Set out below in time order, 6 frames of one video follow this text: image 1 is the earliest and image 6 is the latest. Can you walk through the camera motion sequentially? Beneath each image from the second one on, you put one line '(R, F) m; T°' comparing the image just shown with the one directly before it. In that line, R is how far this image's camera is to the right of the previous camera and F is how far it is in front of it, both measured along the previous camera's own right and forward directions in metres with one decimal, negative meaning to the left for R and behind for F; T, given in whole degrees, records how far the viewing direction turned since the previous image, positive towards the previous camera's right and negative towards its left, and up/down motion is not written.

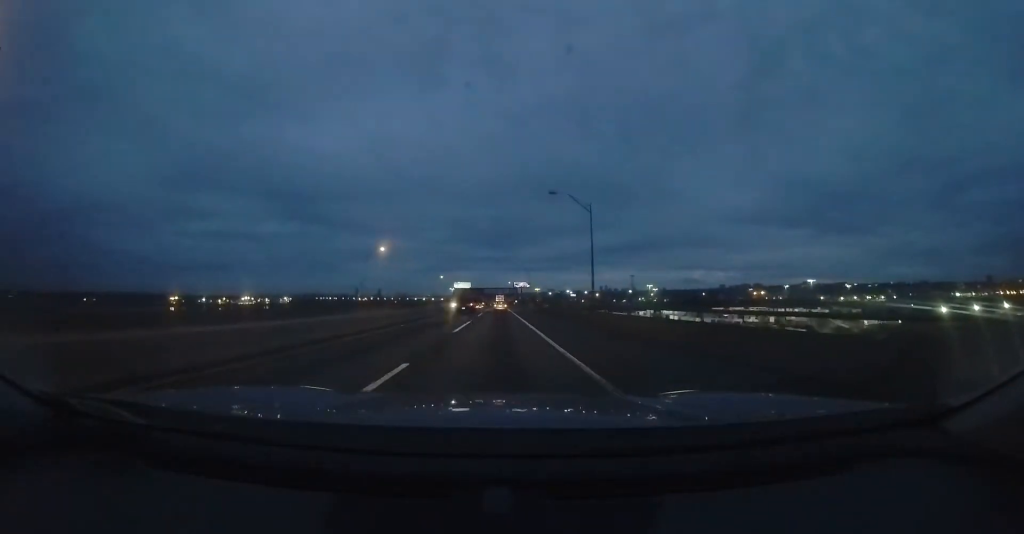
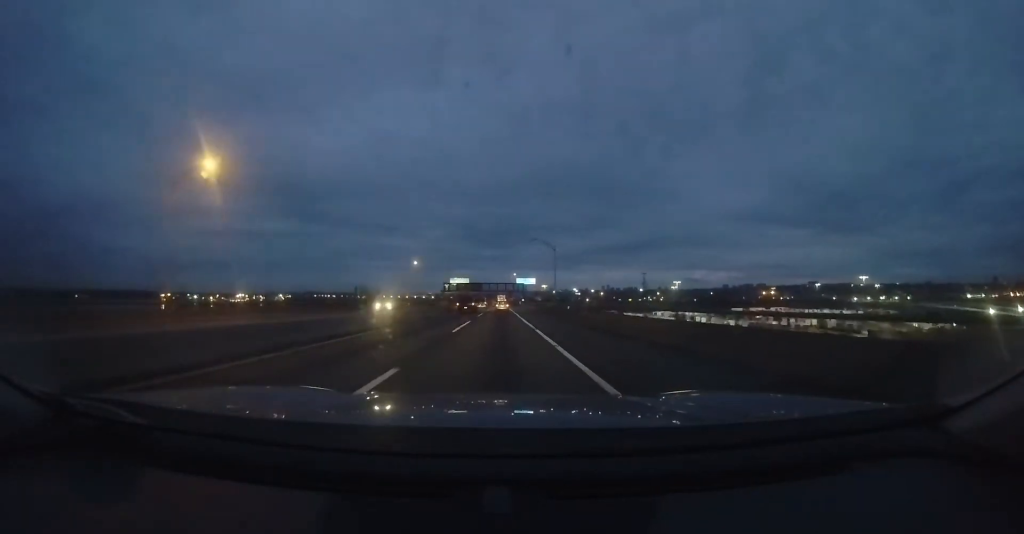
(-0.6, +31.5) m; -1°
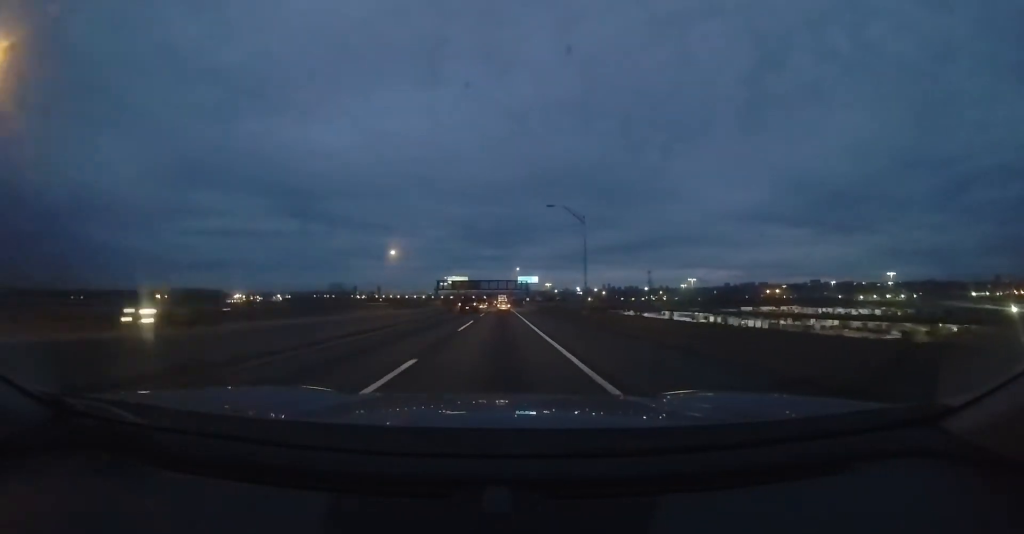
(0.0, +14.2) m; 0°
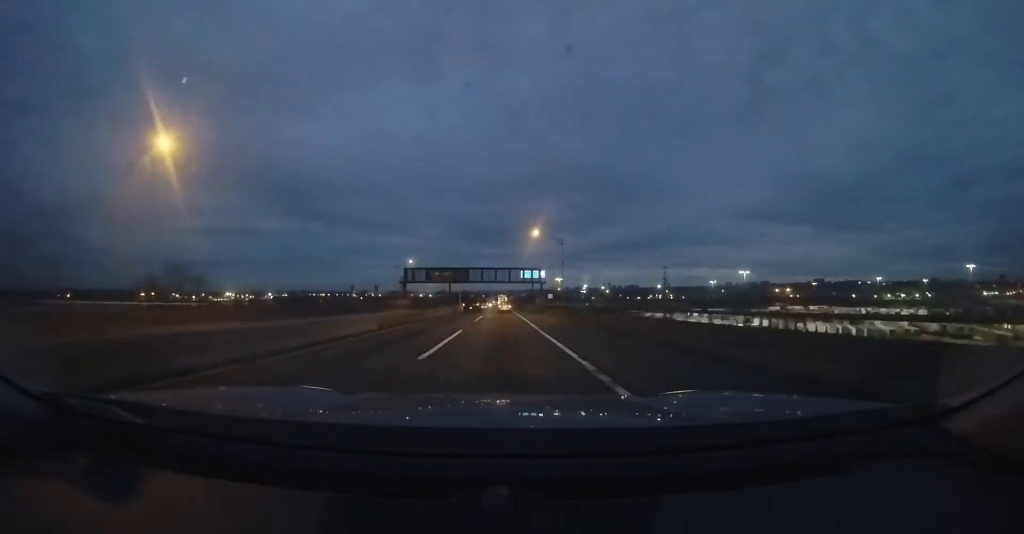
(+0.1, +39.0) m; 0°
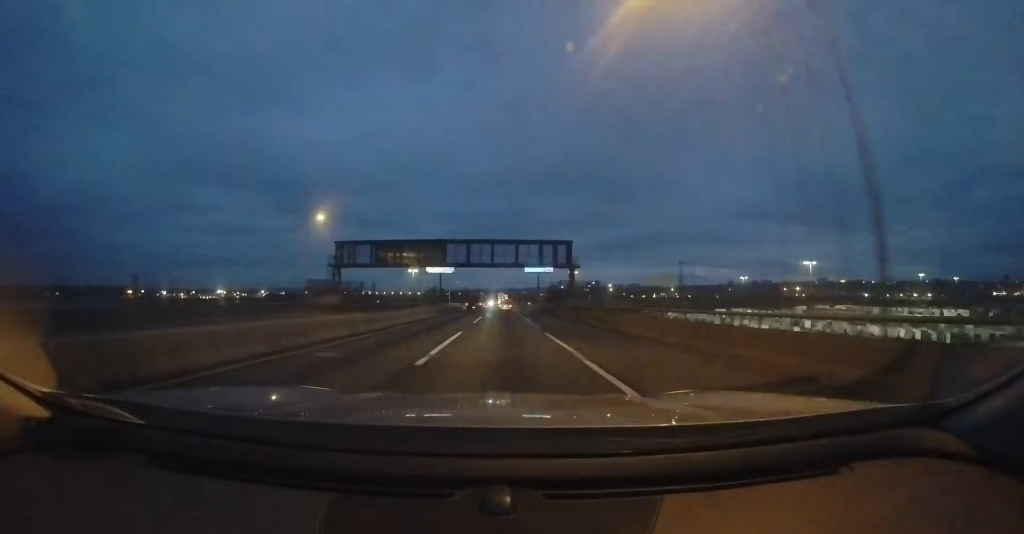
(0.0, +32.0) m; 0°
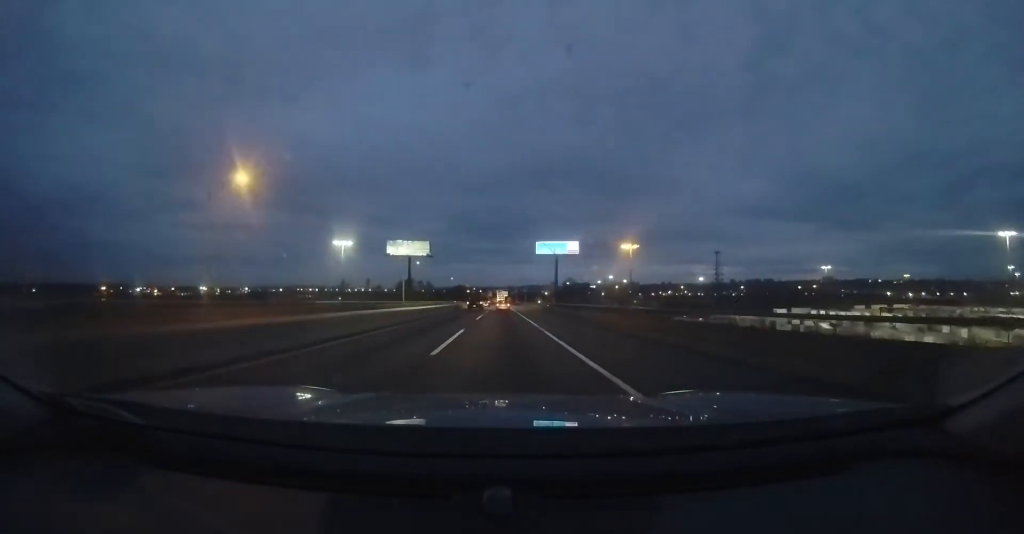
(-0.1, +59.5) m; 0°
